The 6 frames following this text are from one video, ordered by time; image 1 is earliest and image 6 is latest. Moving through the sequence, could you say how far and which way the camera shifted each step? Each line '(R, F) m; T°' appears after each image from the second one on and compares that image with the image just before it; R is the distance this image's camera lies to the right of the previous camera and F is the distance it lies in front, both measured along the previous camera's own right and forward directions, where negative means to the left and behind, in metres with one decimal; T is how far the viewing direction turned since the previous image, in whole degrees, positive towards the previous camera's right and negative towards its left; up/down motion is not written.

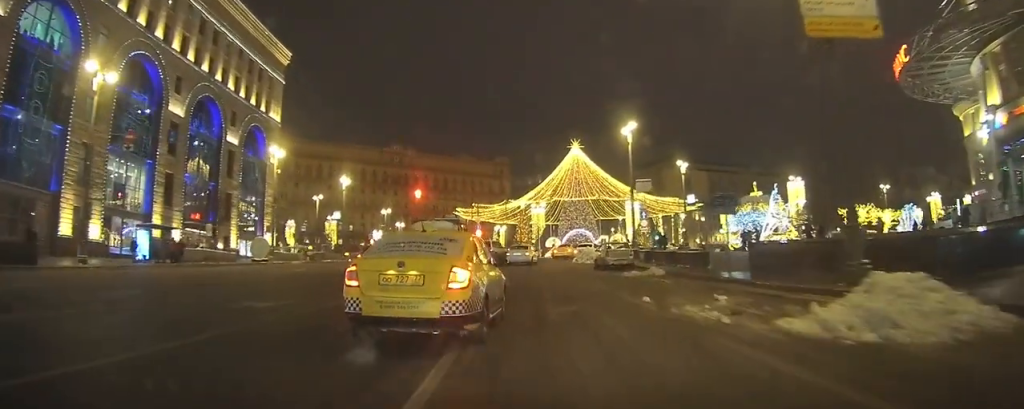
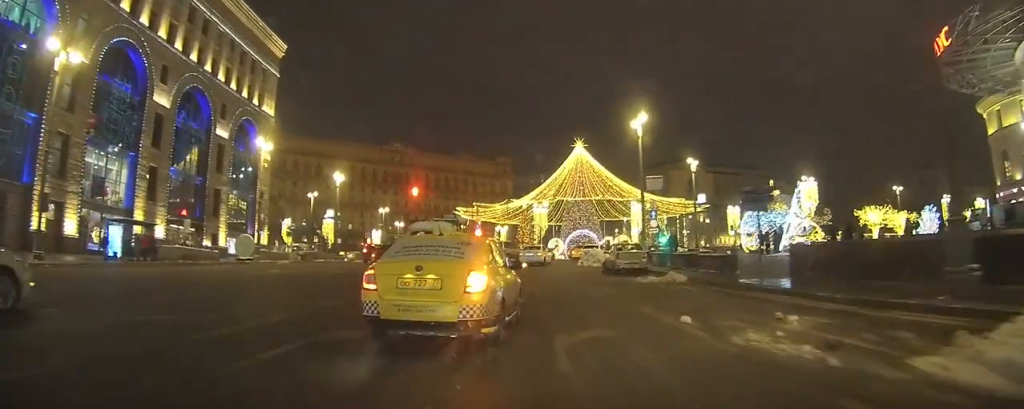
(0.0, +3.0) m; 0°
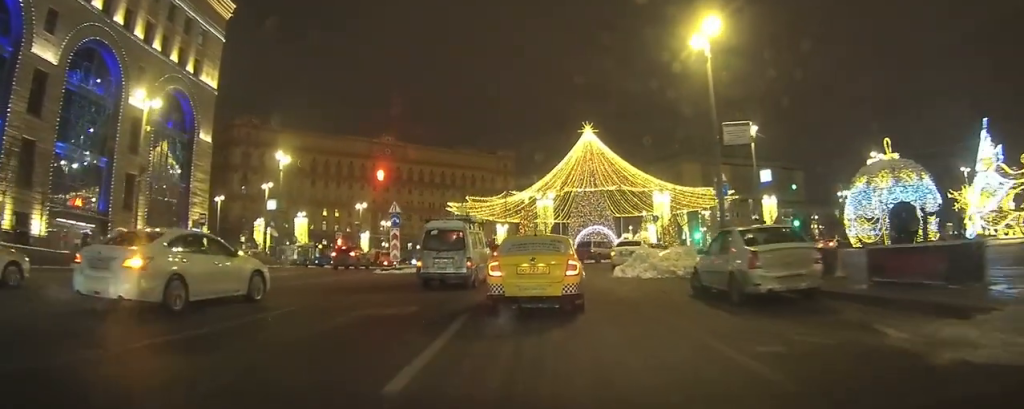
(+0.2, +13.8) m; +3°
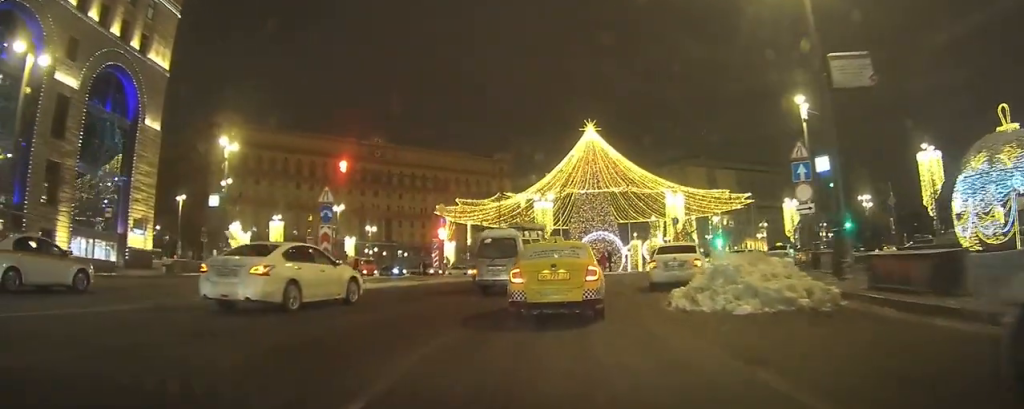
(+0.1, +7.5) m; -2°
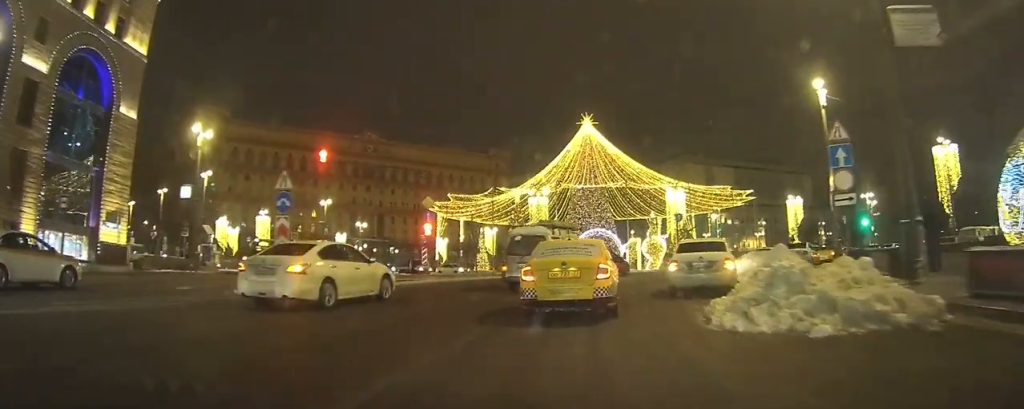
(-0.1, +2.9) m; +1°
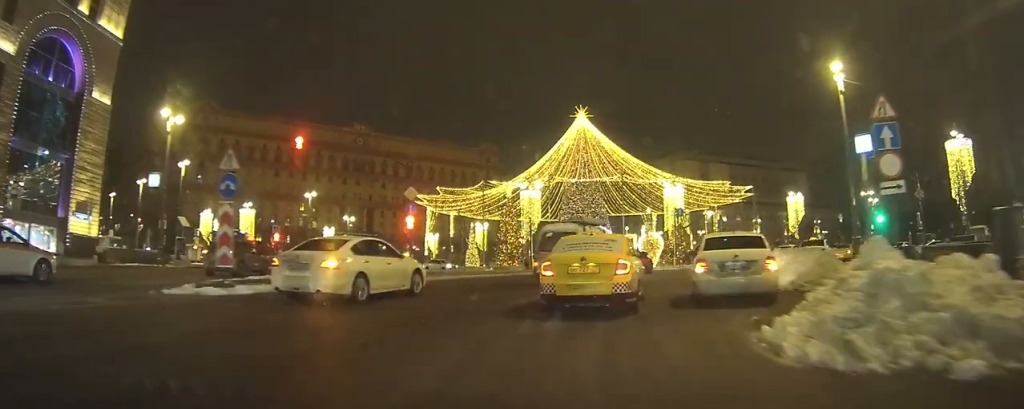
(-0.2, +2.8) m; +2°
